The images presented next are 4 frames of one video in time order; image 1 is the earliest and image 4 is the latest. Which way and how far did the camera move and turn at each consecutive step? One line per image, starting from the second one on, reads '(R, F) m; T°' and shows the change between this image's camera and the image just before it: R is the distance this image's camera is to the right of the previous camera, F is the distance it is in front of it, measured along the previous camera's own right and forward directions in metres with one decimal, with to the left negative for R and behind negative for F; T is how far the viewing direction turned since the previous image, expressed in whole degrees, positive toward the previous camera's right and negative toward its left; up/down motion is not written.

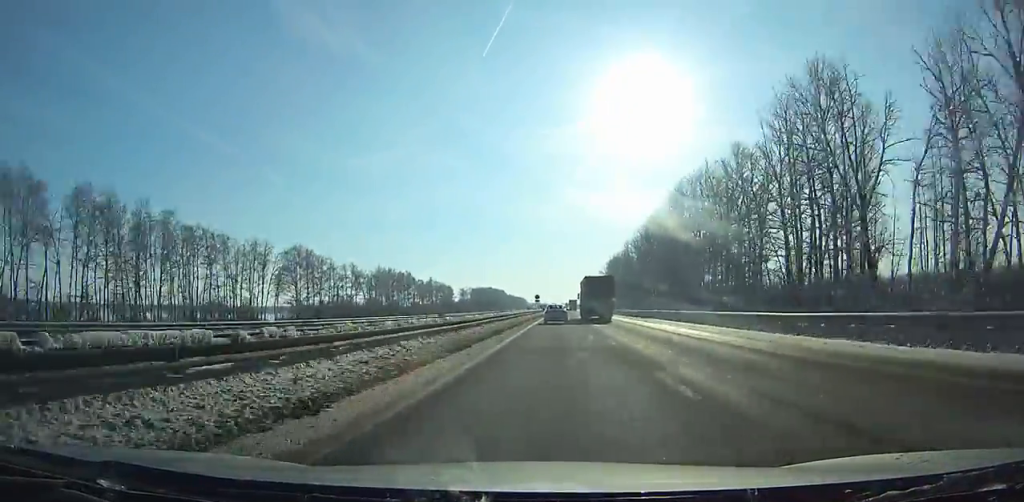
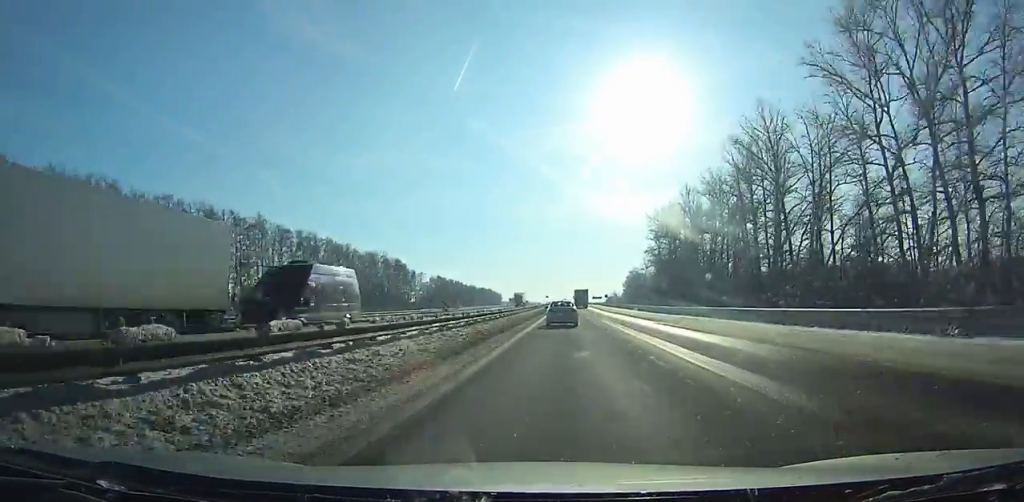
(+3.1, +441.1) m; +1°
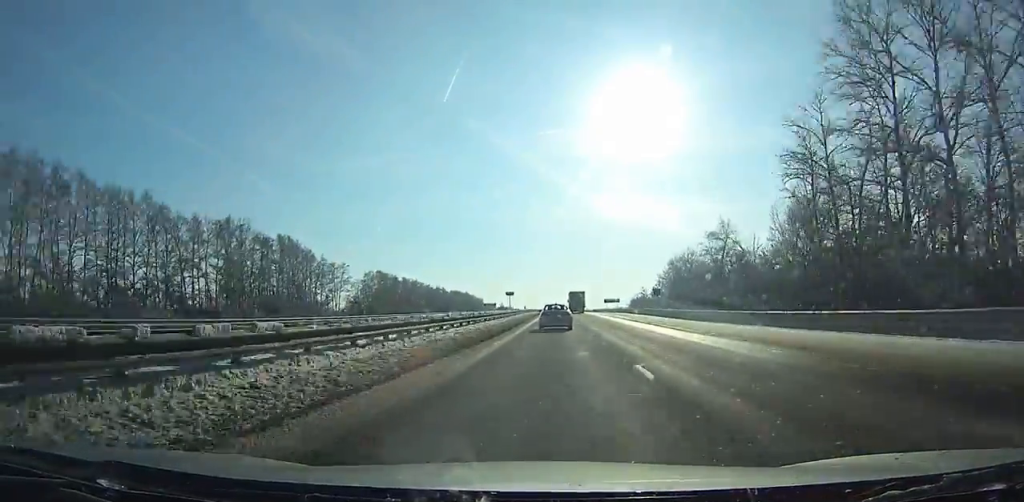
(0.0, +96.4) m; 0°
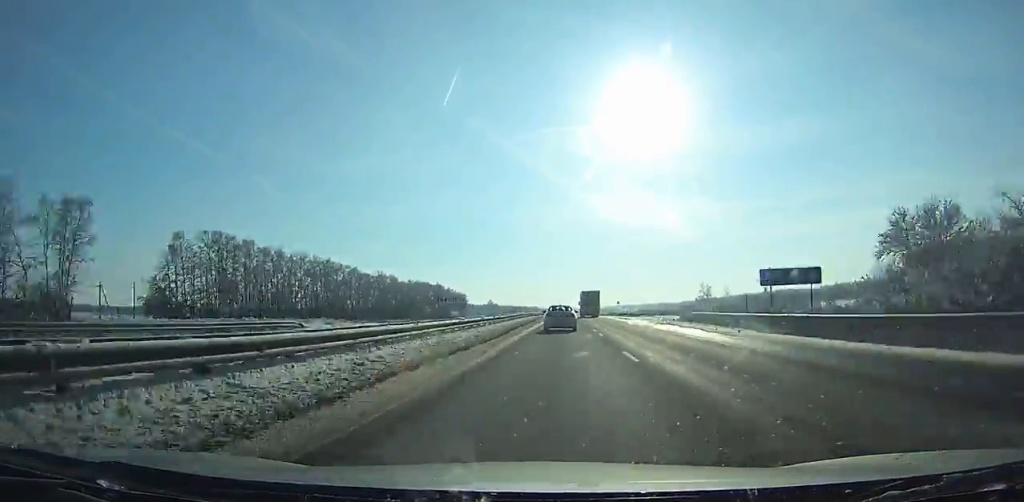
(-0.1, +115.4) m; 0°
